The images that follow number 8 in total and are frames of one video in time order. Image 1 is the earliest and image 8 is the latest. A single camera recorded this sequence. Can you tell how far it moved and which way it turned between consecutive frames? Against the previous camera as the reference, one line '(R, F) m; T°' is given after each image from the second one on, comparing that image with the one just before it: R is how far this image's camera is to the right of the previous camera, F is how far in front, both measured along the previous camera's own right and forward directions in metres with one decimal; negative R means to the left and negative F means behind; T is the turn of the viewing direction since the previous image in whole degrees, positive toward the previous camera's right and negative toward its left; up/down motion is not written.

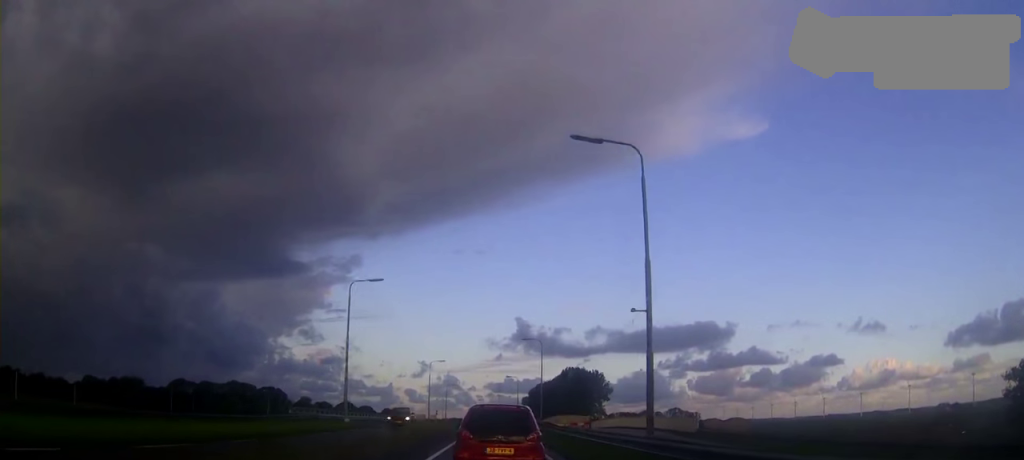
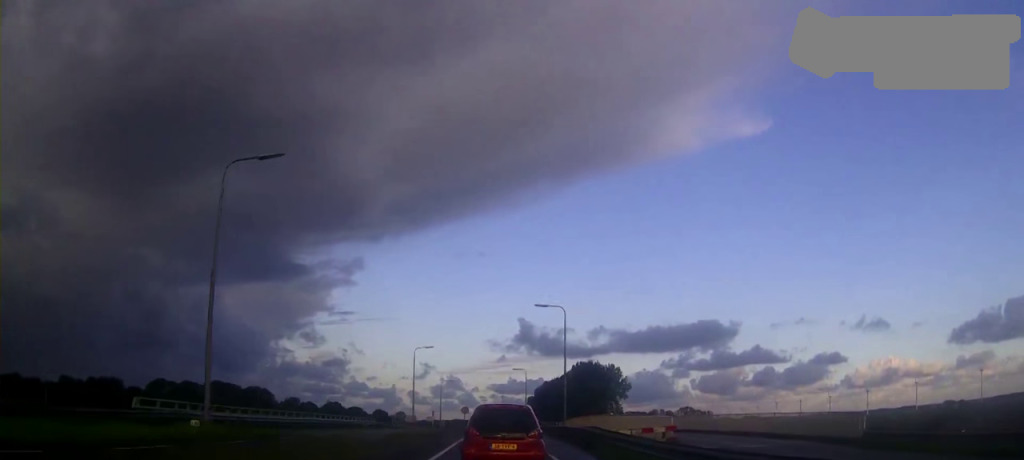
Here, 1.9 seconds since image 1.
(+0.1, +25.8) m; 0°
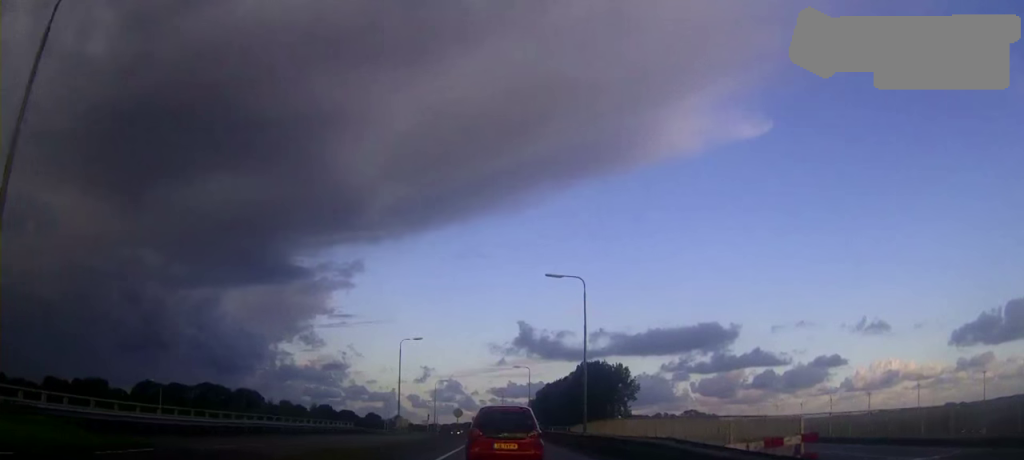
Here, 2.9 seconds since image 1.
(0.0, +12.9) m; 0°
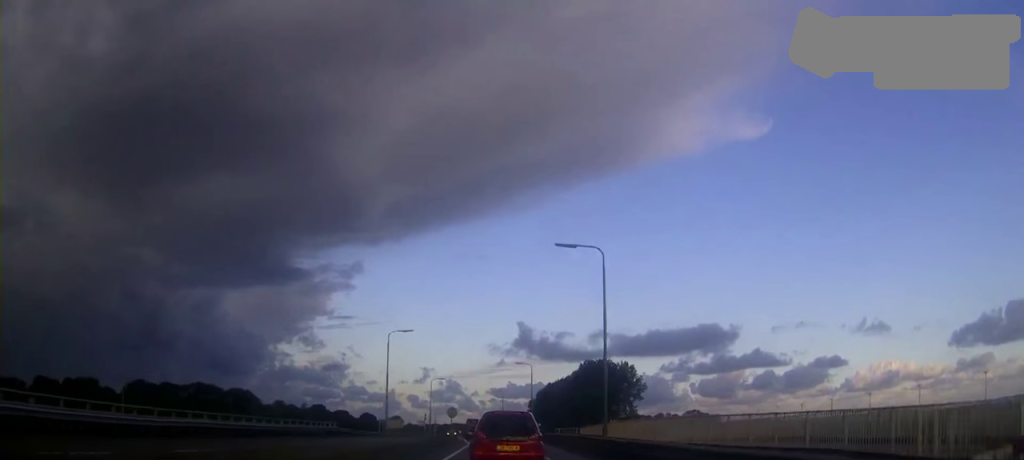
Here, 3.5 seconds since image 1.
(0.0, +8.3) m; 0°
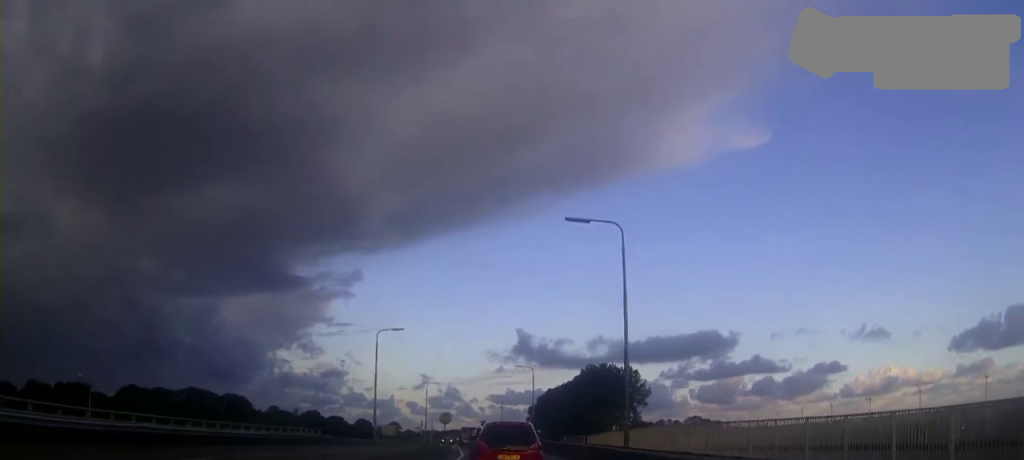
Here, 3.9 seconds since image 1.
(0.0, +6.1) m; 0°
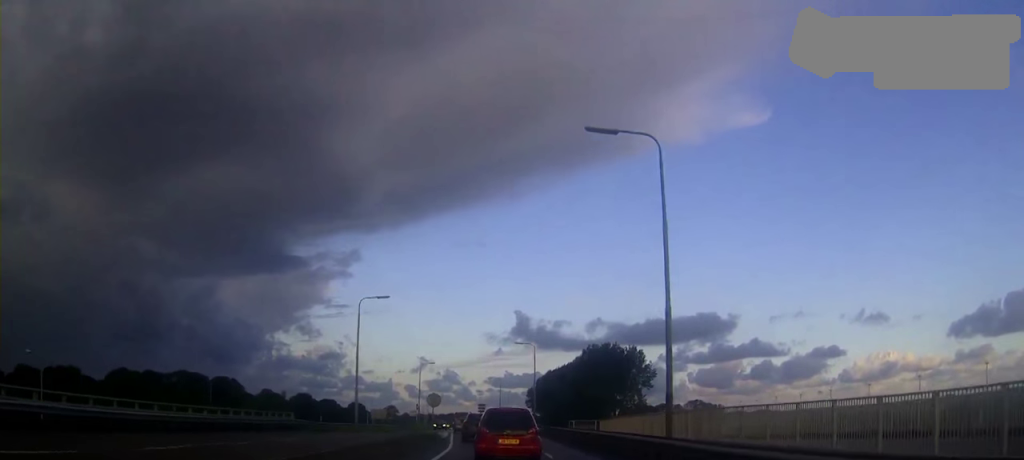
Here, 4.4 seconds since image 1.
(0.0, +7.4) m; 0°
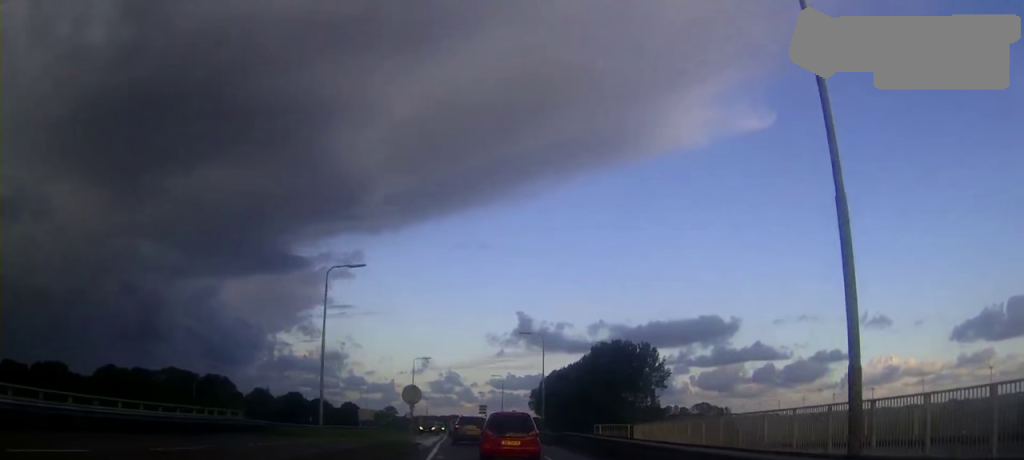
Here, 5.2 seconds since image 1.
(0.0, +11.5) m; 0°
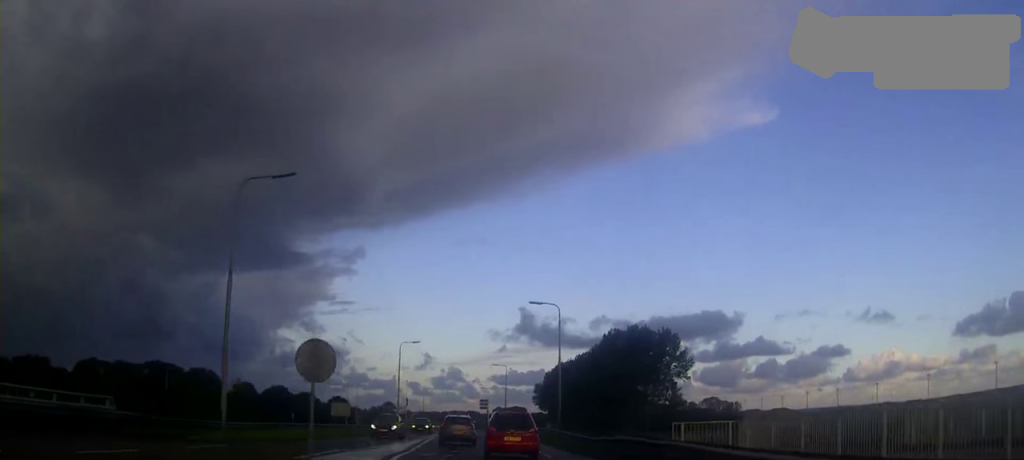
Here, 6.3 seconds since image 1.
(-0.1, +16.2) m; 0°
